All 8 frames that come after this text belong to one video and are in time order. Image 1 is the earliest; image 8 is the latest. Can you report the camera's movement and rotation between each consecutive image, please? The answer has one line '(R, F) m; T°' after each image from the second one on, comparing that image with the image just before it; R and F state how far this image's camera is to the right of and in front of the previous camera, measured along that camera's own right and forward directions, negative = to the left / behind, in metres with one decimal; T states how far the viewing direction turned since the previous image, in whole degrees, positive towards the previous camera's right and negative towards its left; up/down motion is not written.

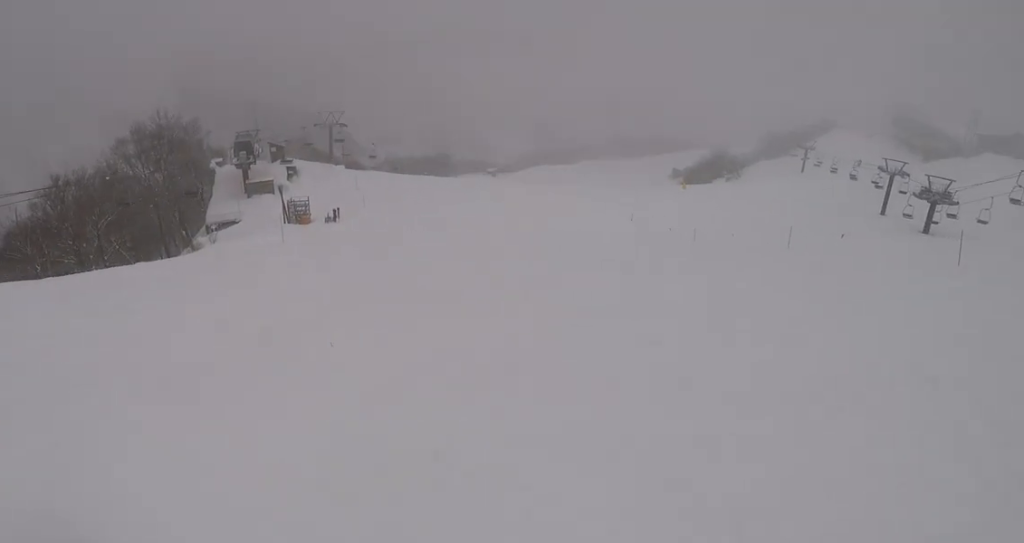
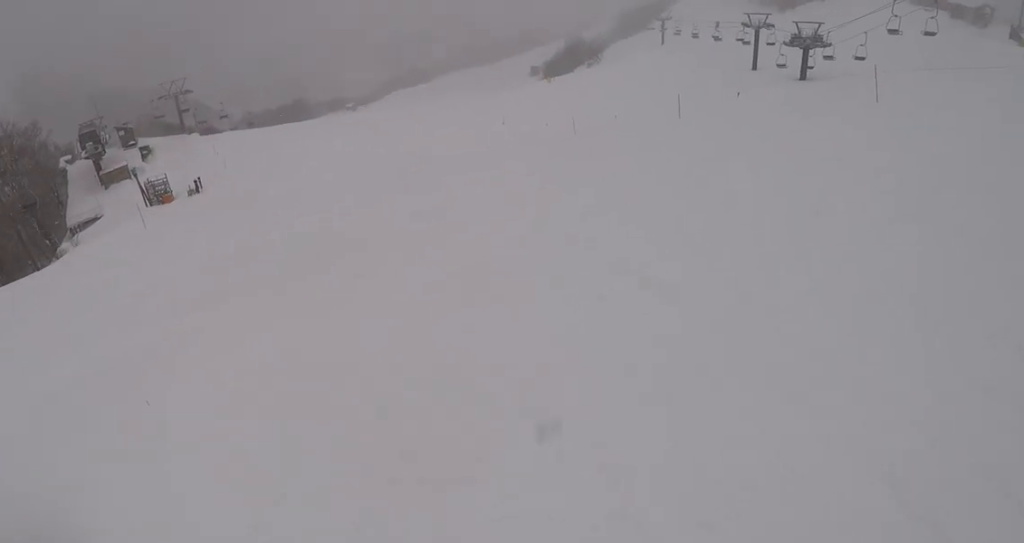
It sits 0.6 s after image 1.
(+0.5, +2.9) m; +8°
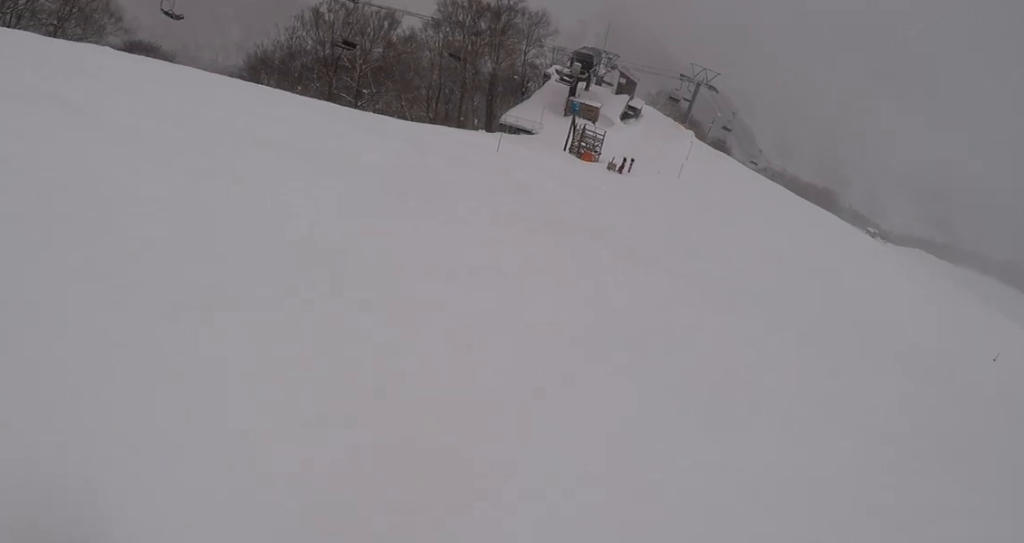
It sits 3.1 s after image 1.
(-3.9, +11.6) m; -41°
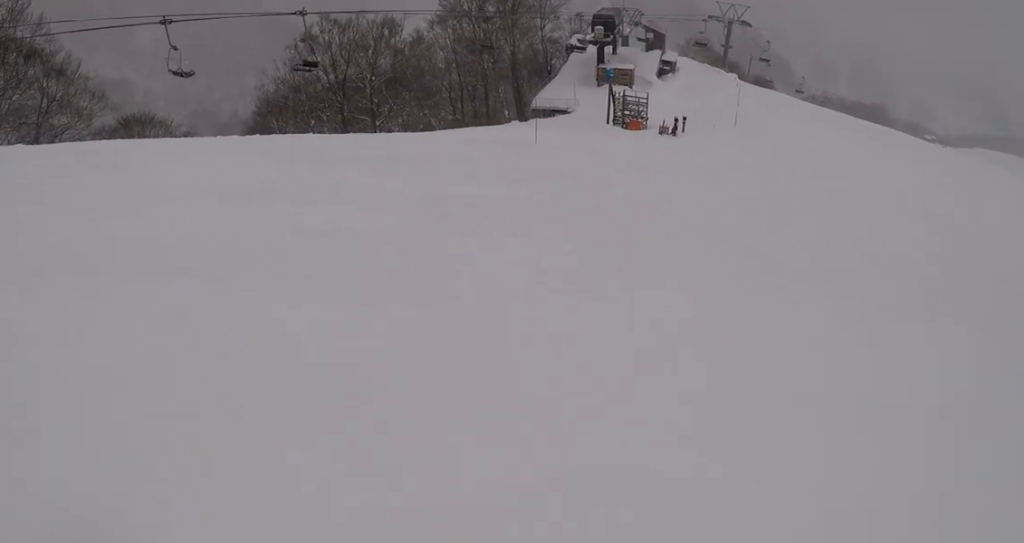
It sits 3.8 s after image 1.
(-0.8, +4.2) m; +5°
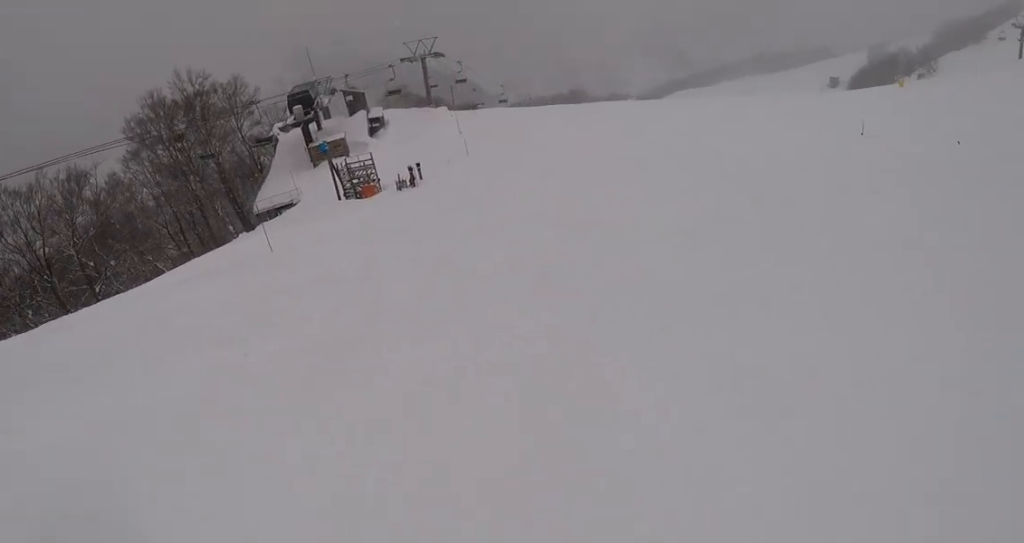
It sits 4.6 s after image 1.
(+1.3, +4.9) m; +22°
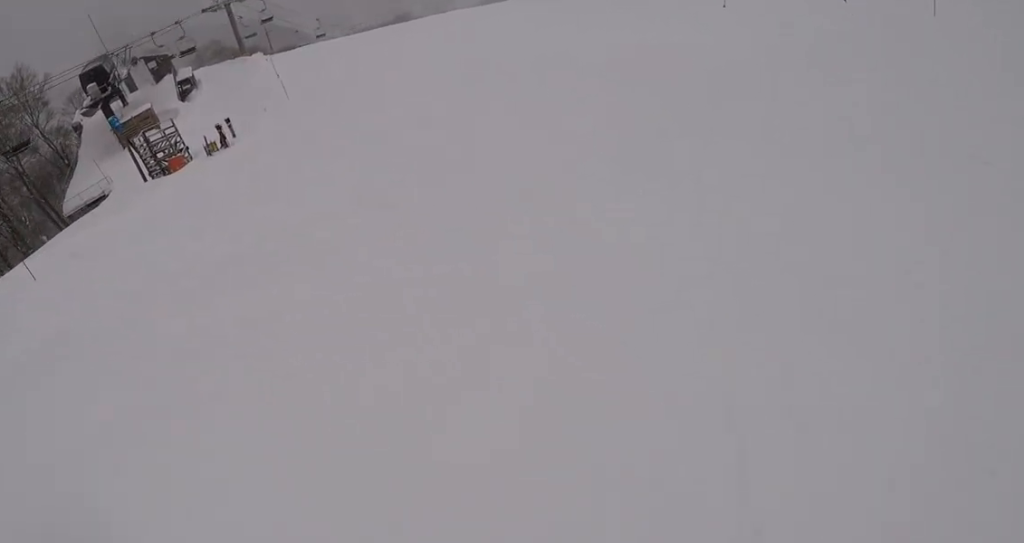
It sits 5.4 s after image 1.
(+1.0, +5.1) m; +9°
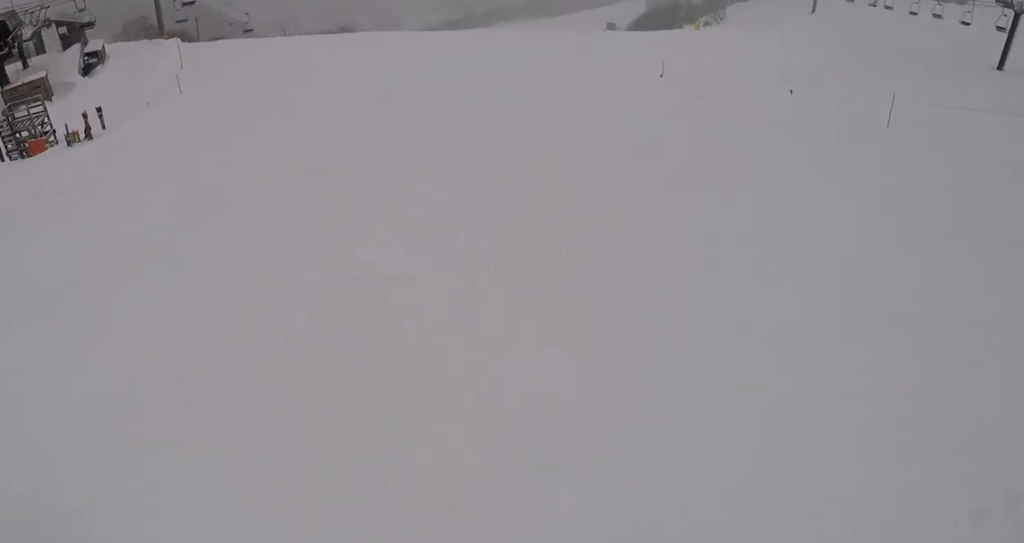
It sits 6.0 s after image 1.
(+0.2, +3.9) m; -2°
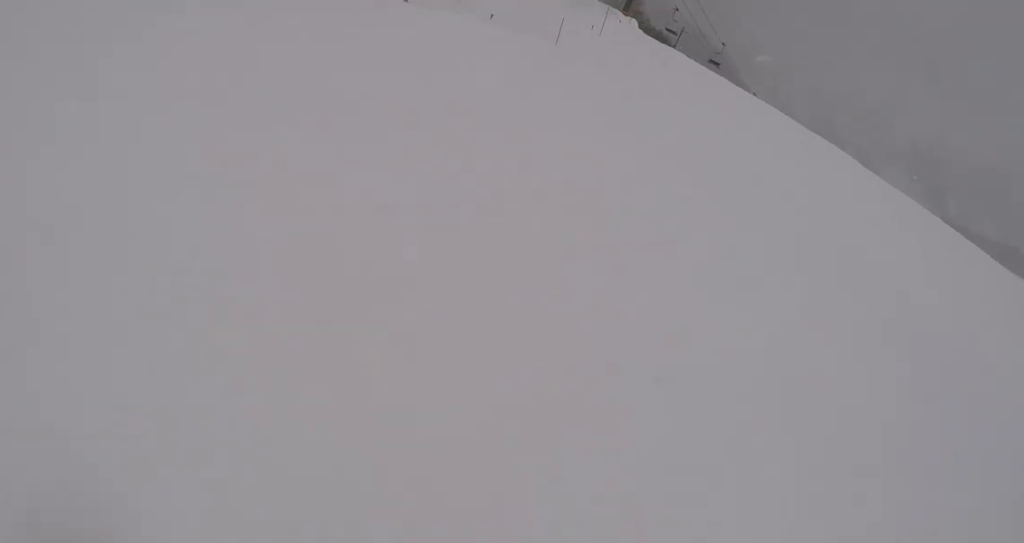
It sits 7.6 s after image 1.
(-3.0, +10.5) m; -27°
